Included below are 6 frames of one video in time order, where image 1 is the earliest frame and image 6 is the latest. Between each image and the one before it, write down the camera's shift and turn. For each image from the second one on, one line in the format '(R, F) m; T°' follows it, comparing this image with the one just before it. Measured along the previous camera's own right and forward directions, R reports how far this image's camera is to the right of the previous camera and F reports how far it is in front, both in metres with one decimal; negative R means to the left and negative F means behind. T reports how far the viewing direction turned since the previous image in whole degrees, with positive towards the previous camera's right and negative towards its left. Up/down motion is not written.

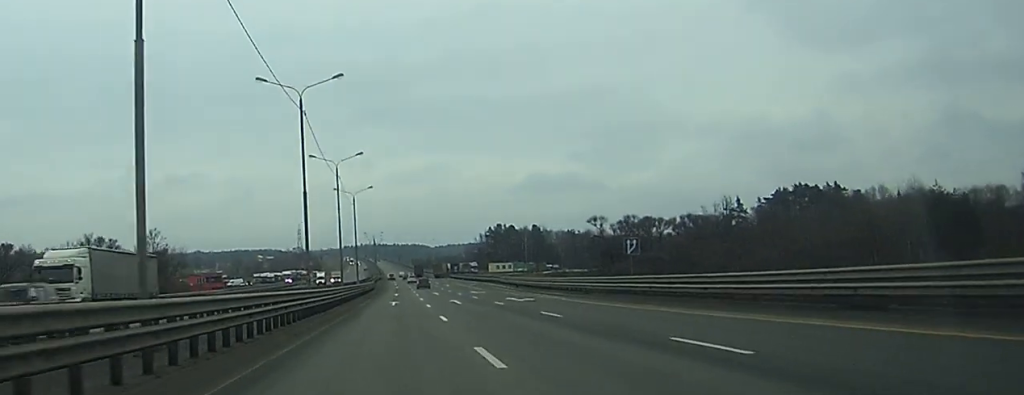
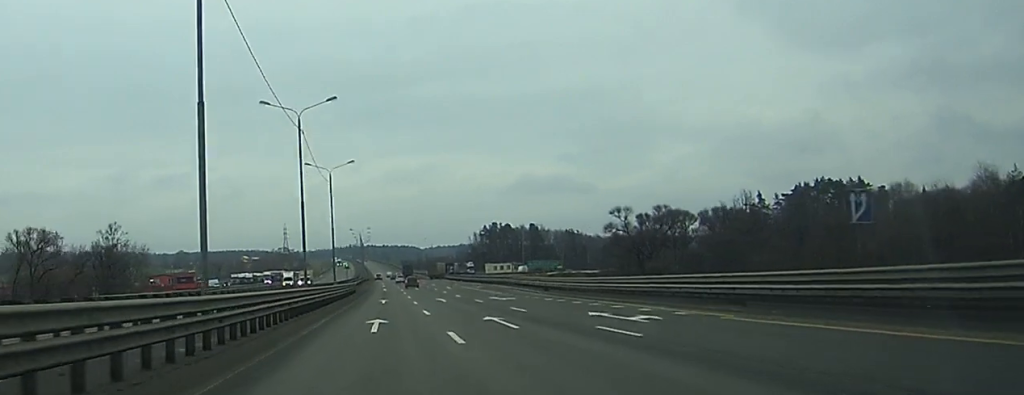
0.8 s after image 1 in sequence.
(+0.1, +26.5) m; +1°
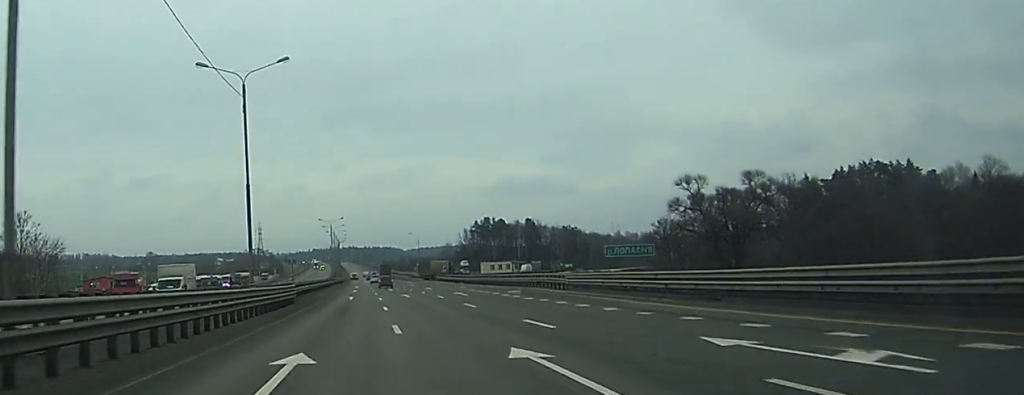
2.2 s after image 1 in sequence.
(+0.4, +44.8) m; +1°
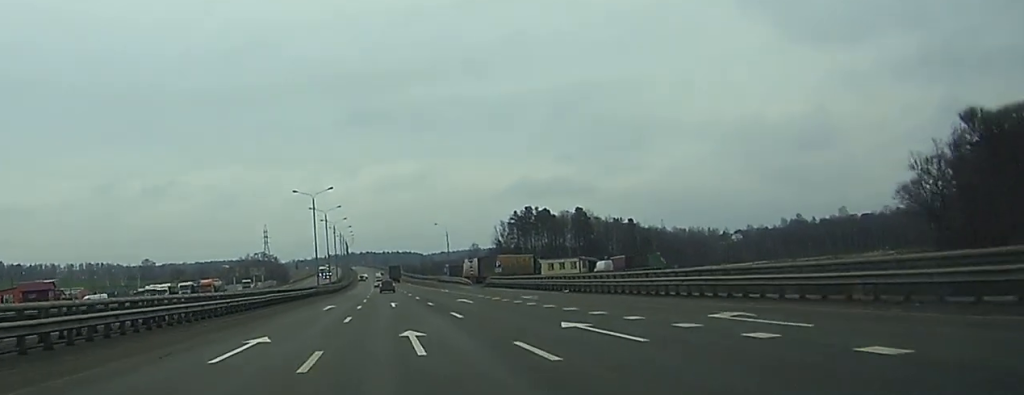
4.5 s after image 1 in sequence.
(-0.2, +72.5) m; -1°
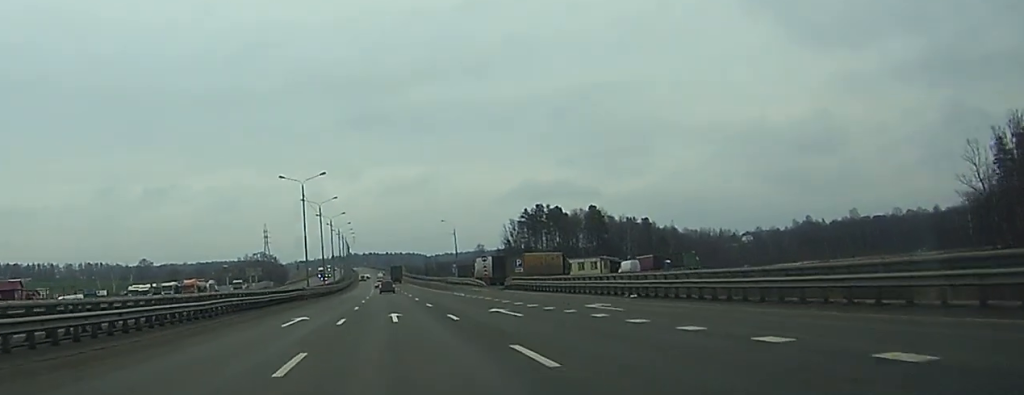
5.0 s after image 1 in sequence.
(0.0, +17.0) m; 0°
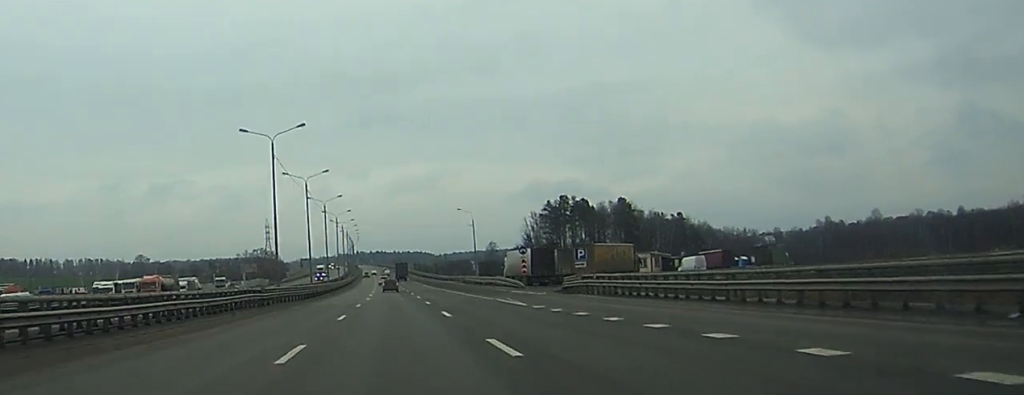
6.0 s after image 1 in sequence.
(-0.1, +29.5) m; 0°
